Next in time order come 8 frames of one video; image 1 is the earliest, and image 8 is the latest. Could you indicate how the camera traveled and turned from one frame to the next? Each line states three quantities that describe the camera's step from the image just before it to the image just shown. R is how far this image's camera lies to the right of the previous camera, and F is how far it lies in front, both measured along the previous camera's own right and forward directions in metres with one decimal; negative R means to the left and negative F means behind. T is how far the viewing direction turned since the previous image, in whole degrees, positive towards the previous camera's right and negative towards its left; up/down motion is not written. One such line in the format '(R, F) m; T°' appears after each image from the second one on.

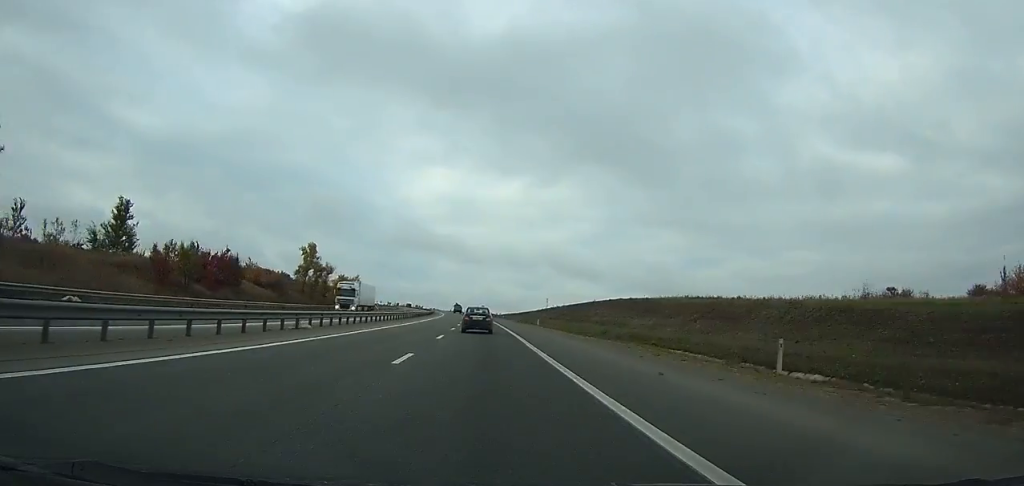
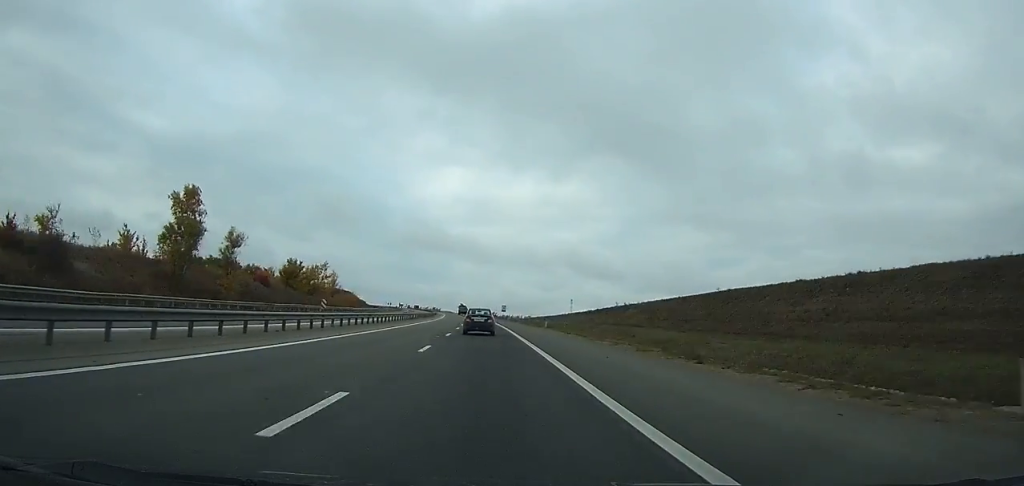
(-1.2, +55.5) m; -2°
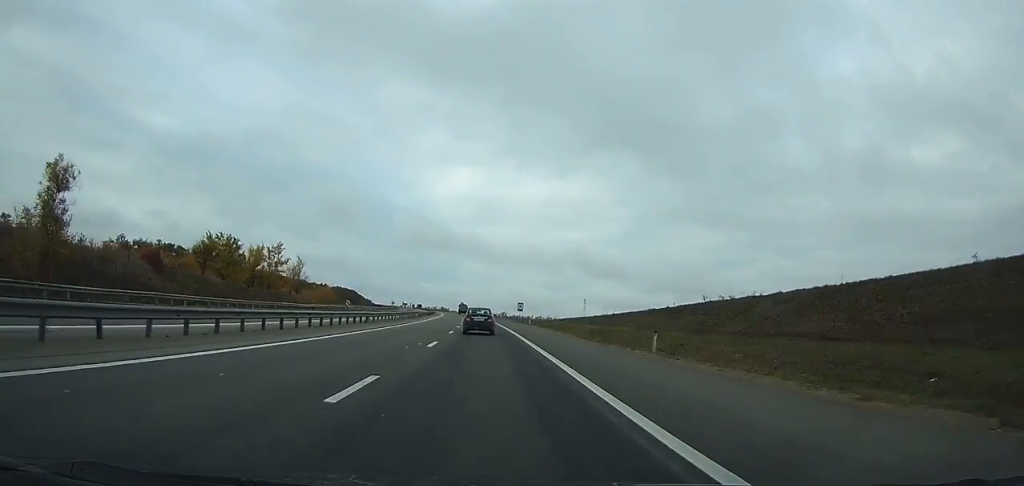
(+0.1, +33.3) m; -1°
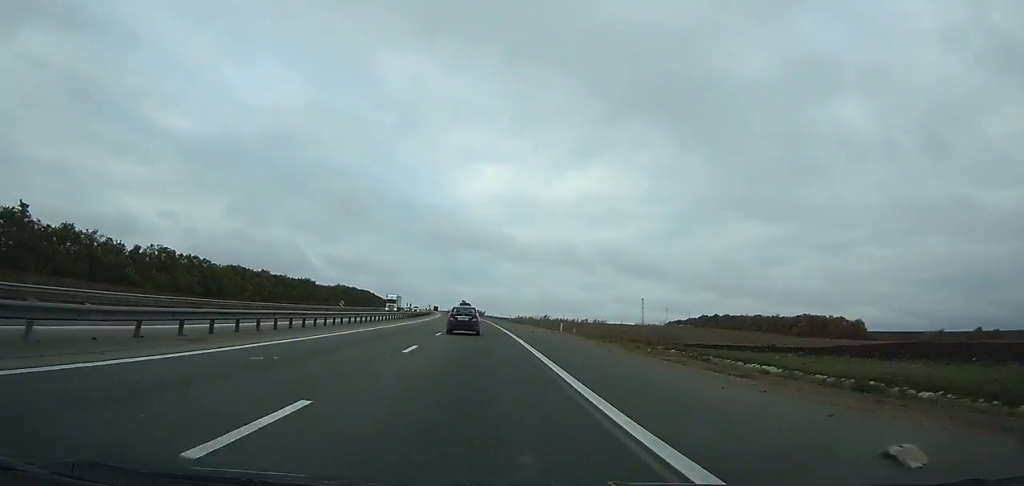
(-5.0, +125.3) m; -4°
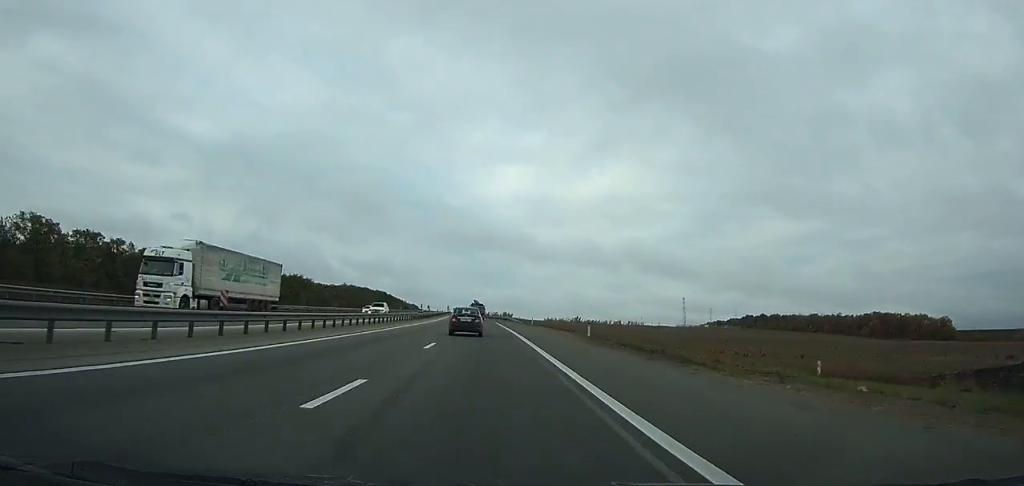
(-0.8, +58.4) m; -2°
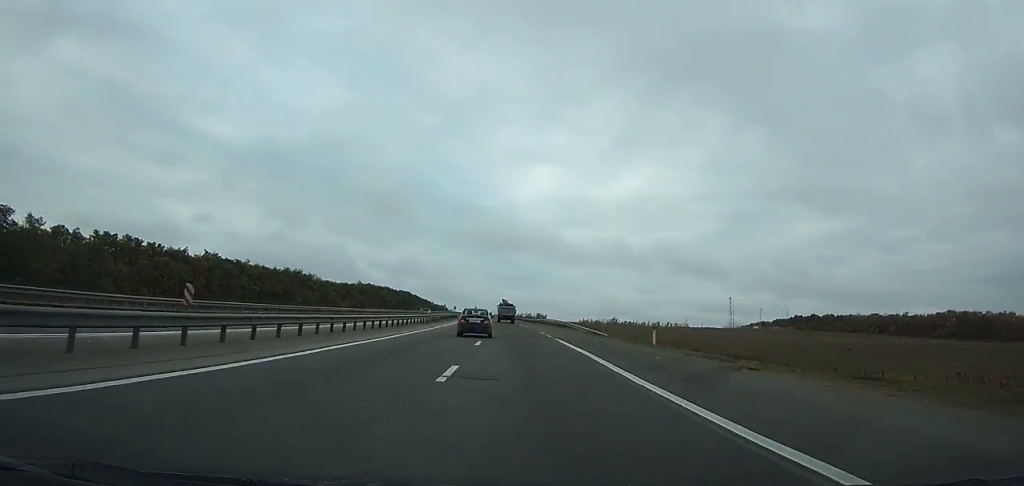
(-0.7, +44.5) m; -2°
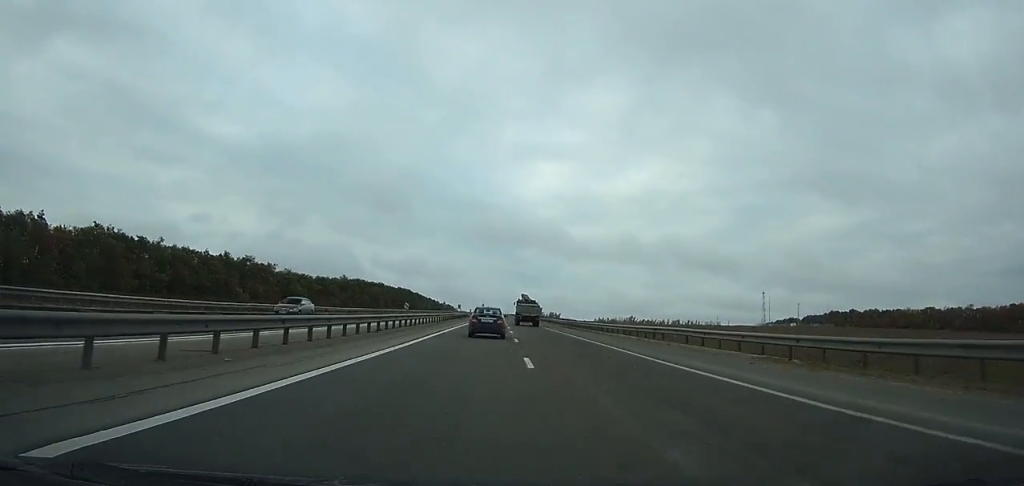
(-1.2, +58.2) m; -1°
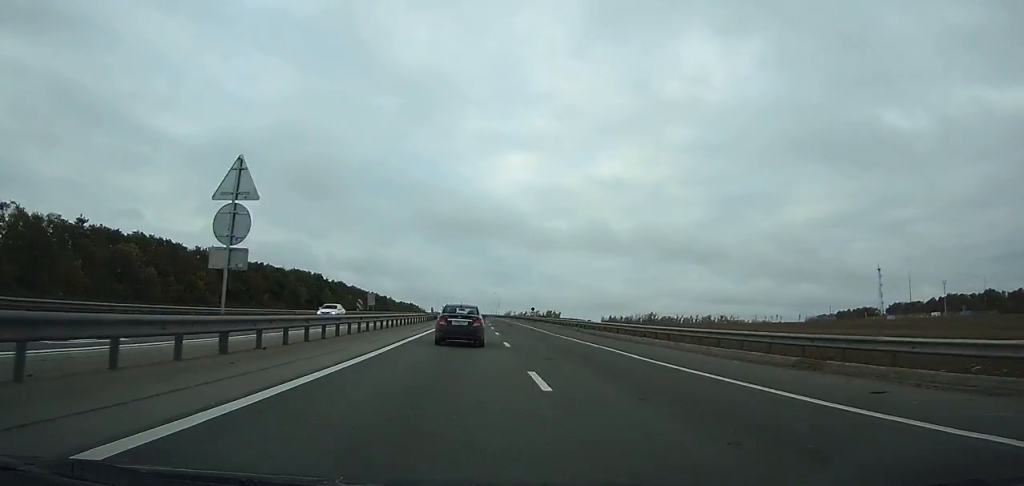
(-1.4, +208.2) m; +1°
